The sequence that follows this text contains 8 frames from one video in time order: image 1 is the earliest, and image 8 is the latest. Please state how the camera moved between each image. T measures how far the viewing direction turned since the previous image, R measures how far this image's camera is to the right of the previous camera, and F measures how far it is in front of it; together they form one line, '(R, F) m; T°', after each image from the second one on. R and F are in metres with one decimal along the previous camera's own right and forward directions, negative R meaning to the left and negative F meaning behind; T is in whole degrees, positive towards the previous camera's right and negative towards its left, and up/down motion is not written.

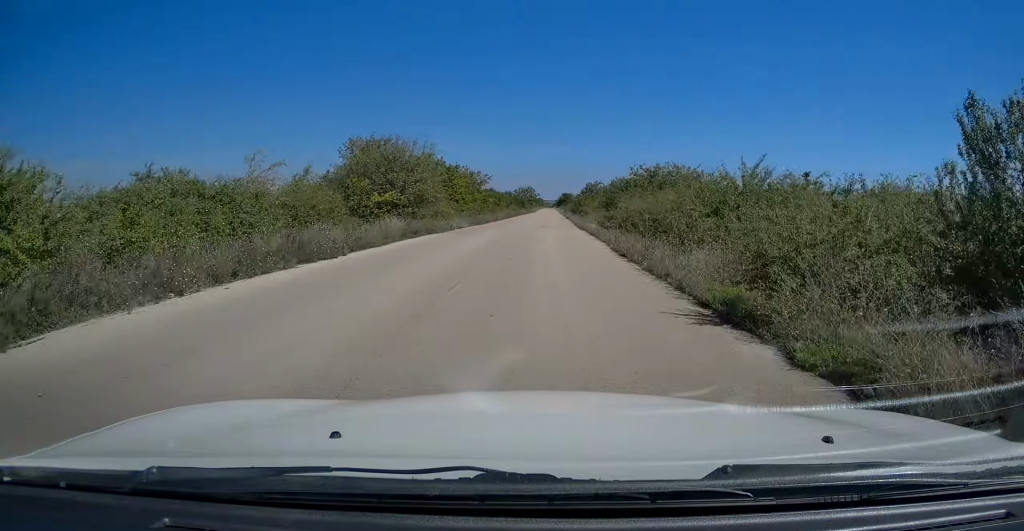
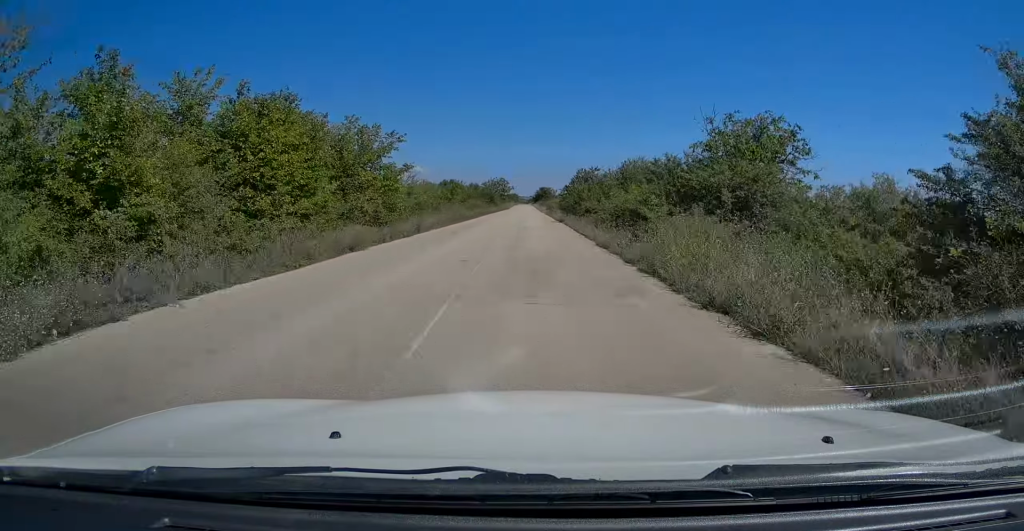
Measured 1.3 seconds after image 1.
(+0.8, +28.3) m; +2°
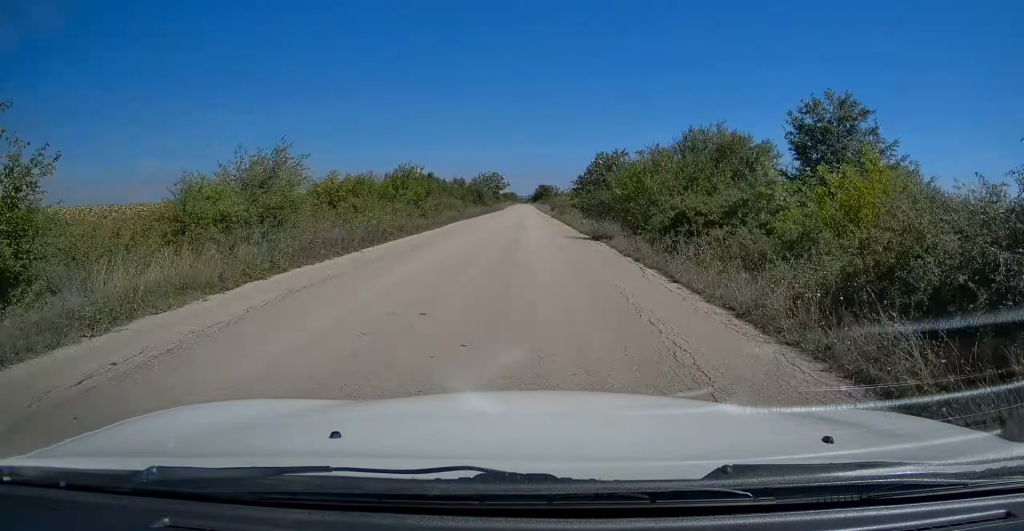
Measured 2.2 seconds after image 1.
(+0.2, +22.3) m; 0°
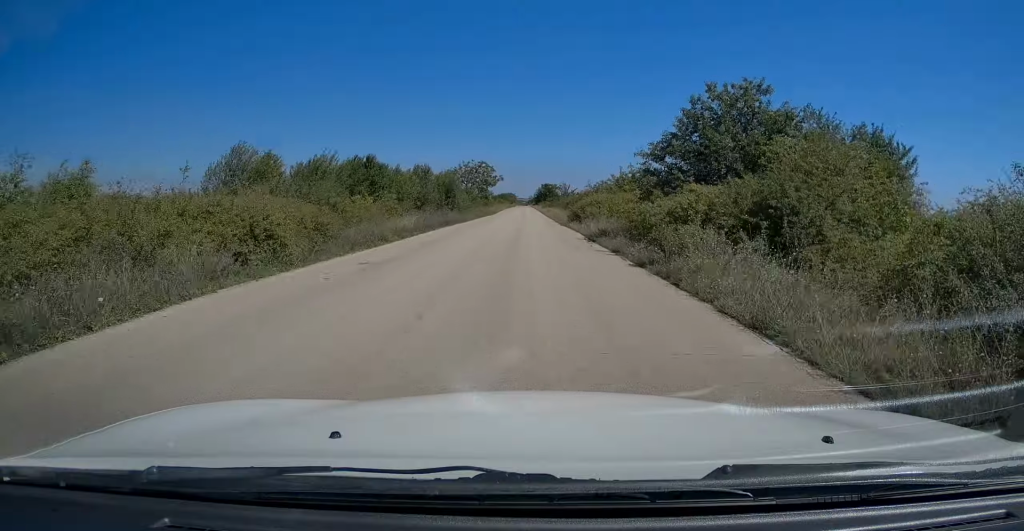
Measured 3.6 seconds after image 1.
(-0.2, +32.2) m; +1°
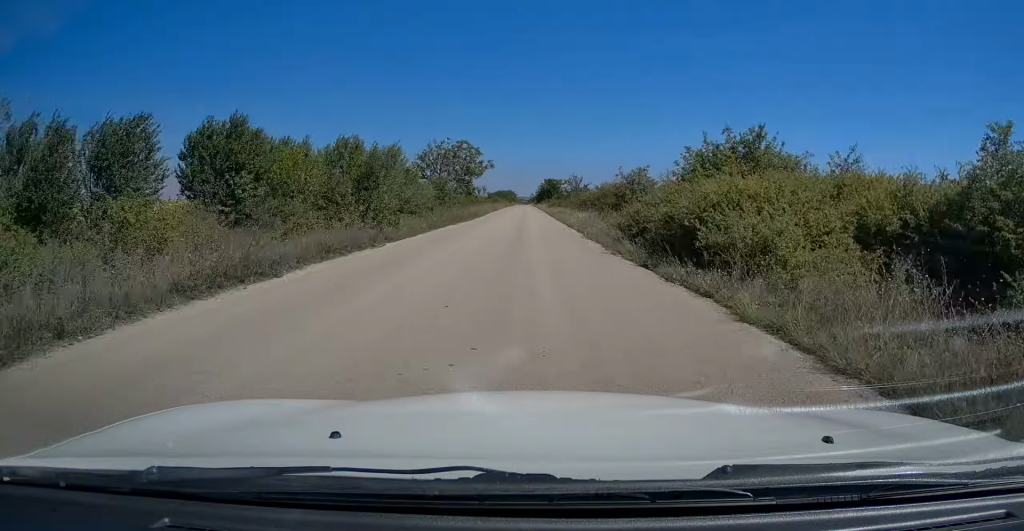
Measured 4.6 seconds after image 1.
(+0.5, +23.9) m; 0°
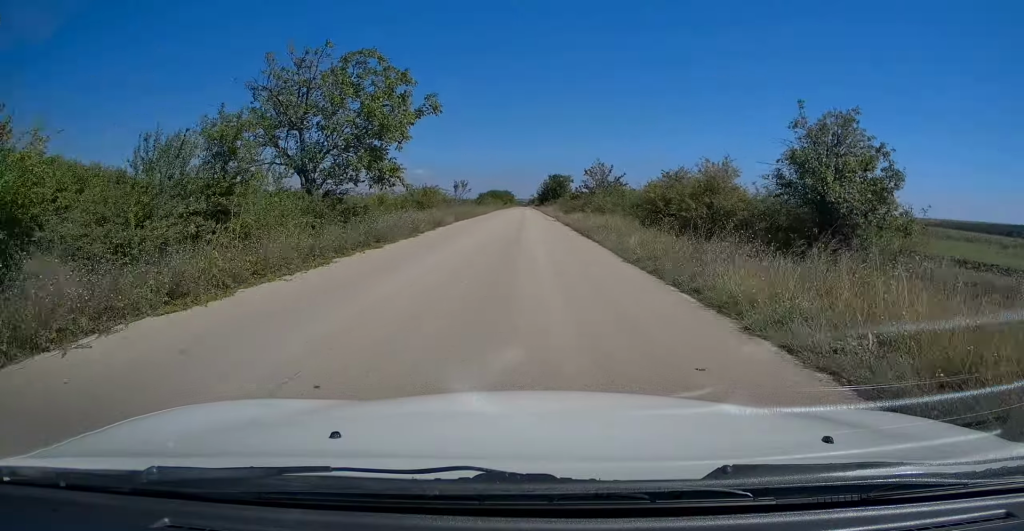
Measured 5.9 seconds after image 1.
(-0.3, +32.5) m; 0°
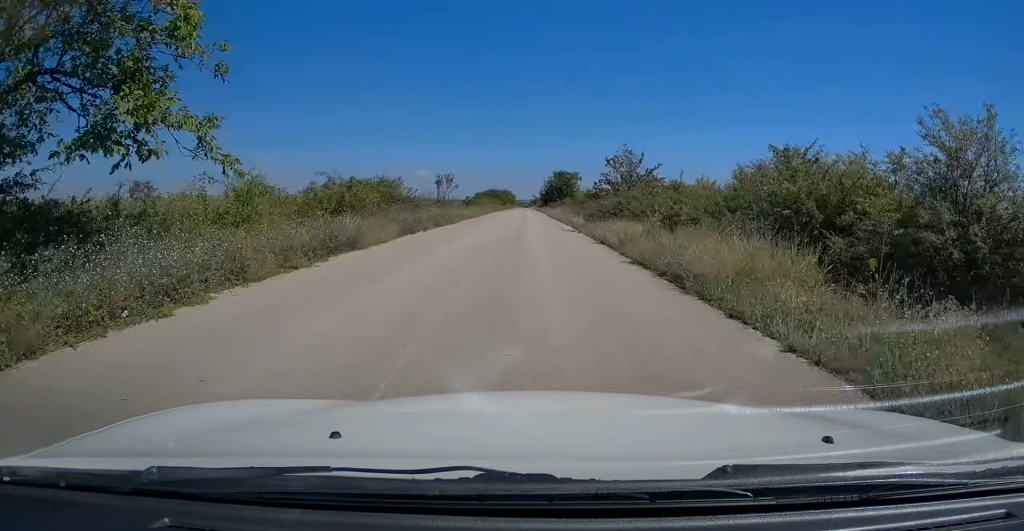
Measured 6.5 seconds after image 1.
(+0.1, +14.9) m; 0°
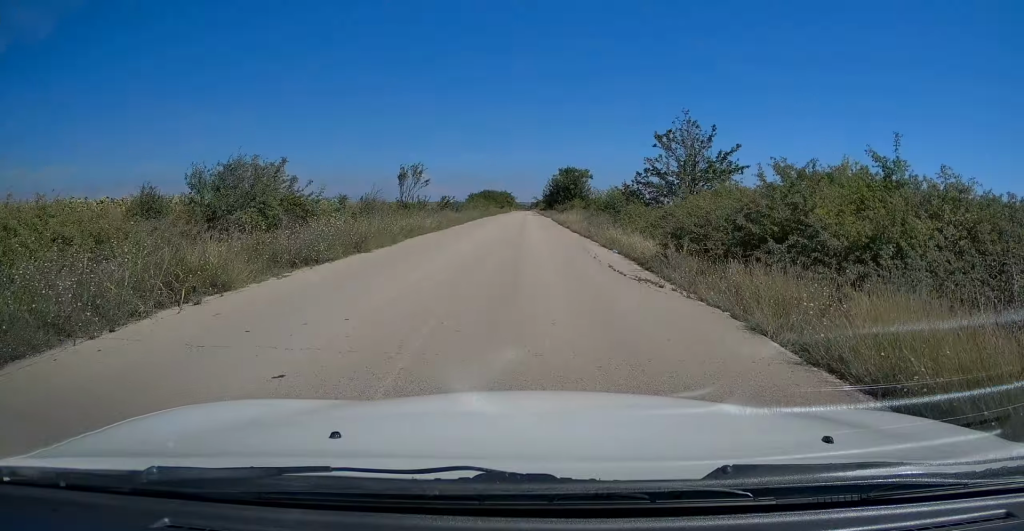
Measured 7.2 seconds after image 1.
(0.0, +16.8) m; 0°
